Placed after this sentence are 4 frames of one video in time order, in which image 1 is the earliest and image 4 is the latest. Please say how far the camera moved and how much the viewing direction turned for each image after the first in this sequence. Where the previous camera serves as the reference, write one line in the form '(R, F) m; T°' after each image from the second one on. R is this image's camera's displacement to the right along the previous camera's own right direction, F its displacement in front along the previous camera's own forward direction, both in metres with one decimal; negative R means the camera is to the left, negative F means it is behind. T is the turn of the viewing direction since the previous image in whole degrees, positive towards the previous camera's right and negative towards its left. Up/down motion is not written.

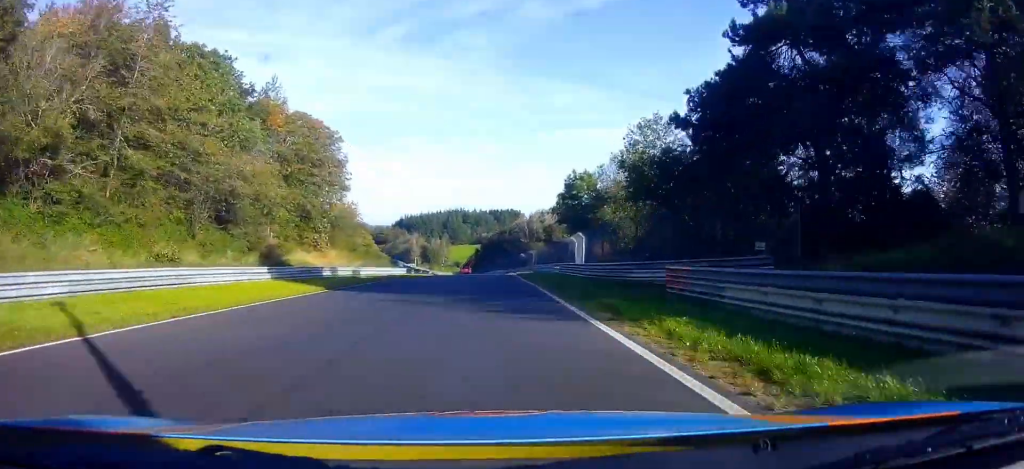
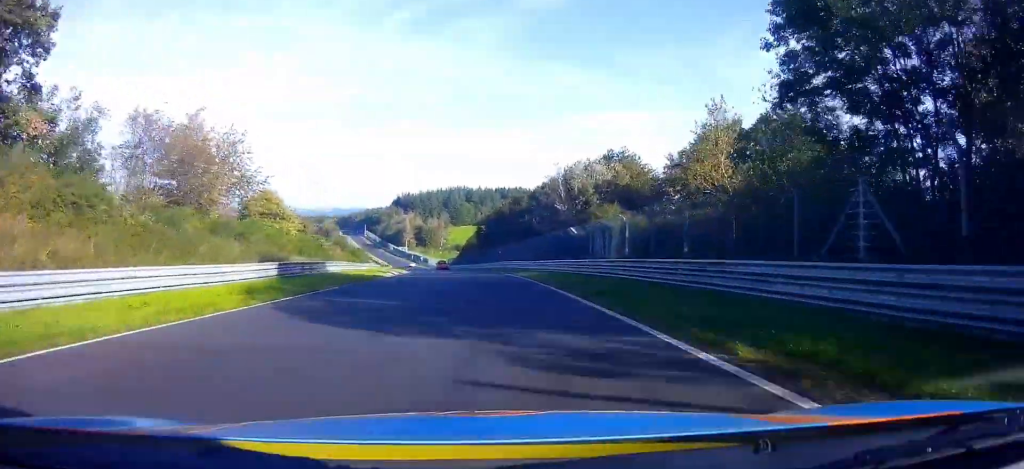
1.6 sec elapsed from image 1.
(-0.8, +55.4) m; -2°
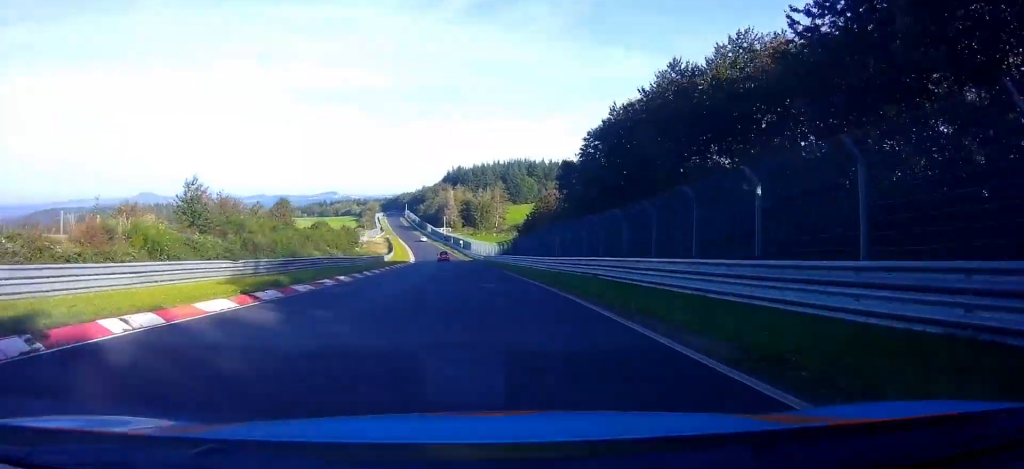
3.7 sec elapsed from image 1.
(-2.3, +77.3) m; -4°
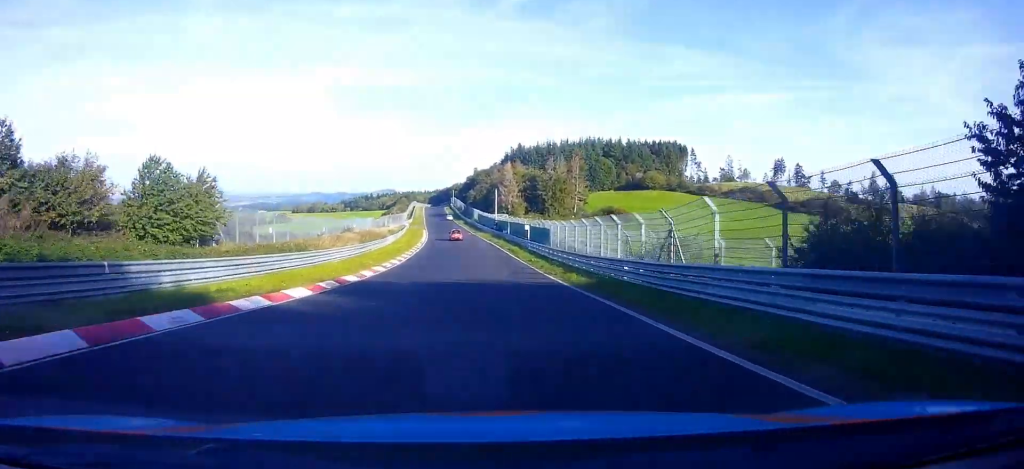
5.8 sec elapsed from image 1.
(-4.3, +67.1) m; -7°
